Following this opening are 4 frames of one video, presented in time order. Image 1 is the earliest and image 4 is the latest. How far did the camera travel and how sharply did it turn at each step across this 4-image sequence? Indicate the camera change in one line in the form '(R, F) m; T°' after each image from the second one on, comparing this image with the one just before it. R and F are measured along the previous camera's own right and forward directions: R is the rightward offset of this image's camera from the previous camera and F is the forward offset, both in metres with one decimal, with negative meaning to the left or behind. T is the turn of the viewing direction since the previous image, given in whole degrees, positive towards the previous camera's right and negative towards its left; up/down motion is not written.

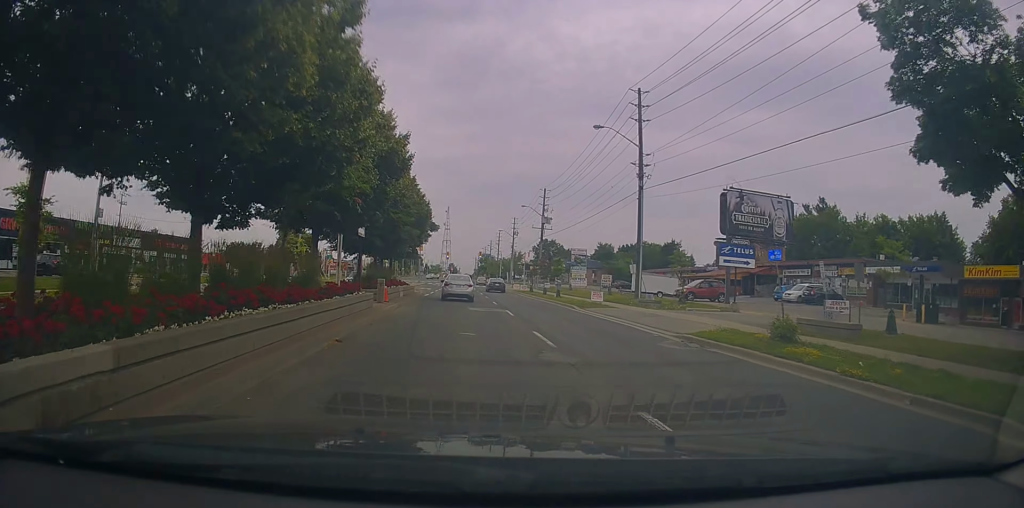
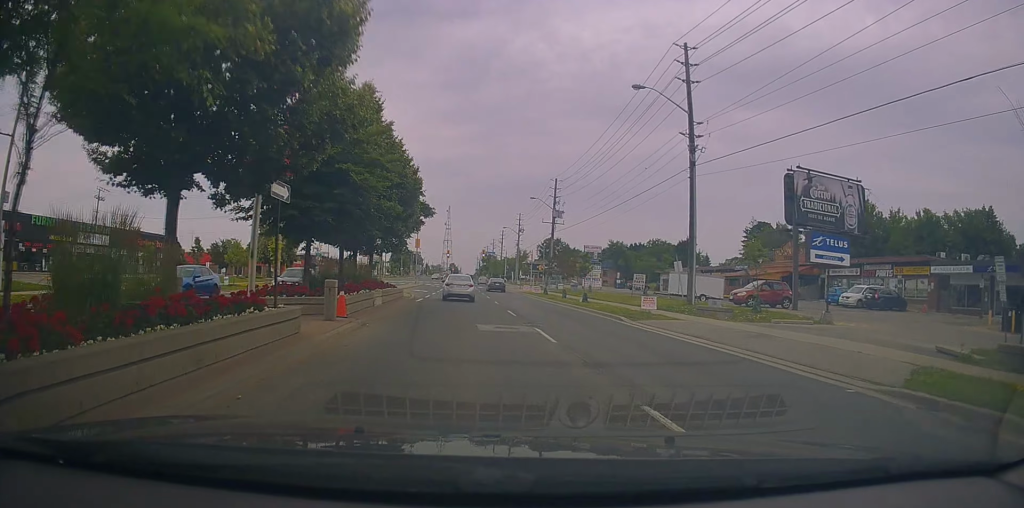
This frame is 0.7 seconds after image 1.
(-0.1, +8.8) m; -1°
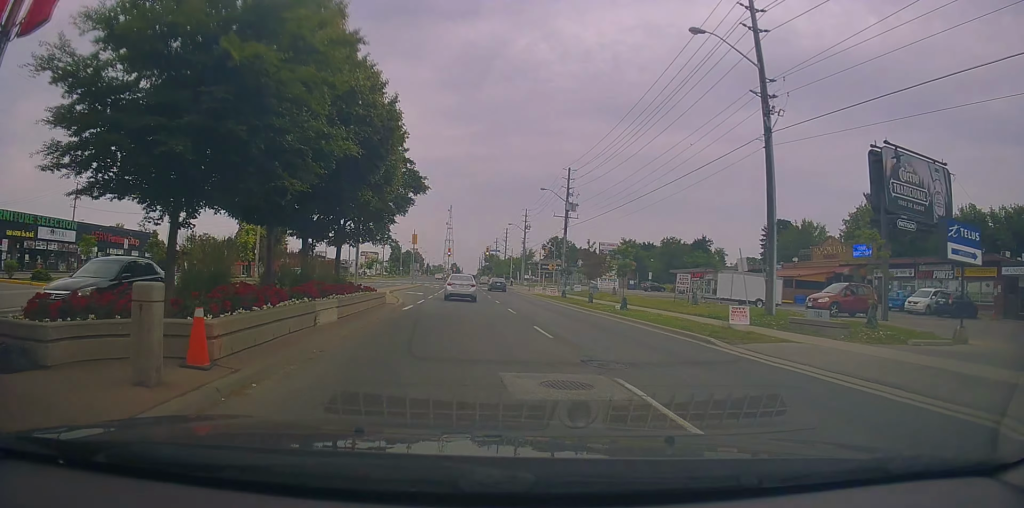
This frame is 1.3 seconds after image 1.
(-0.1, +7.6) m; 0°
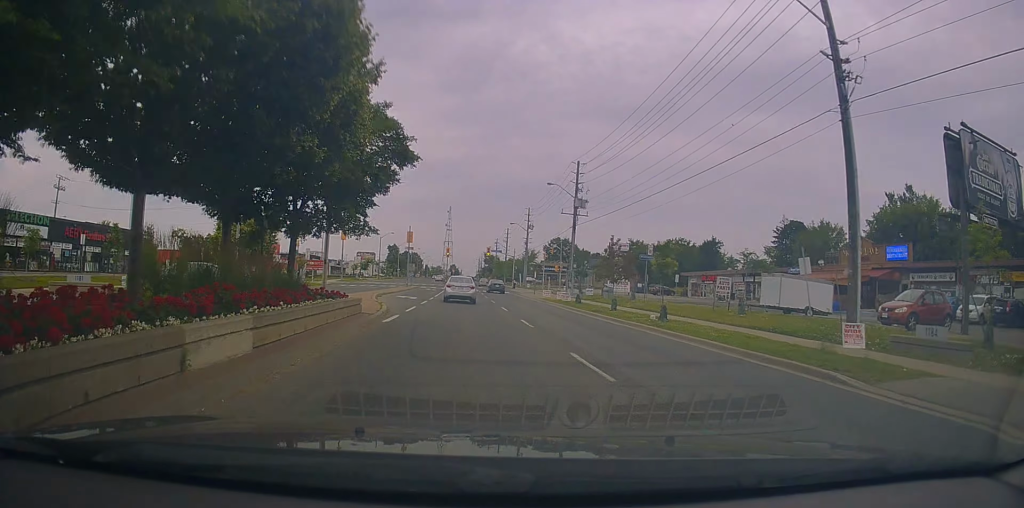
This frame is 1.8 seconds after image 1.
(-0.1, +5.4) m; 0°
